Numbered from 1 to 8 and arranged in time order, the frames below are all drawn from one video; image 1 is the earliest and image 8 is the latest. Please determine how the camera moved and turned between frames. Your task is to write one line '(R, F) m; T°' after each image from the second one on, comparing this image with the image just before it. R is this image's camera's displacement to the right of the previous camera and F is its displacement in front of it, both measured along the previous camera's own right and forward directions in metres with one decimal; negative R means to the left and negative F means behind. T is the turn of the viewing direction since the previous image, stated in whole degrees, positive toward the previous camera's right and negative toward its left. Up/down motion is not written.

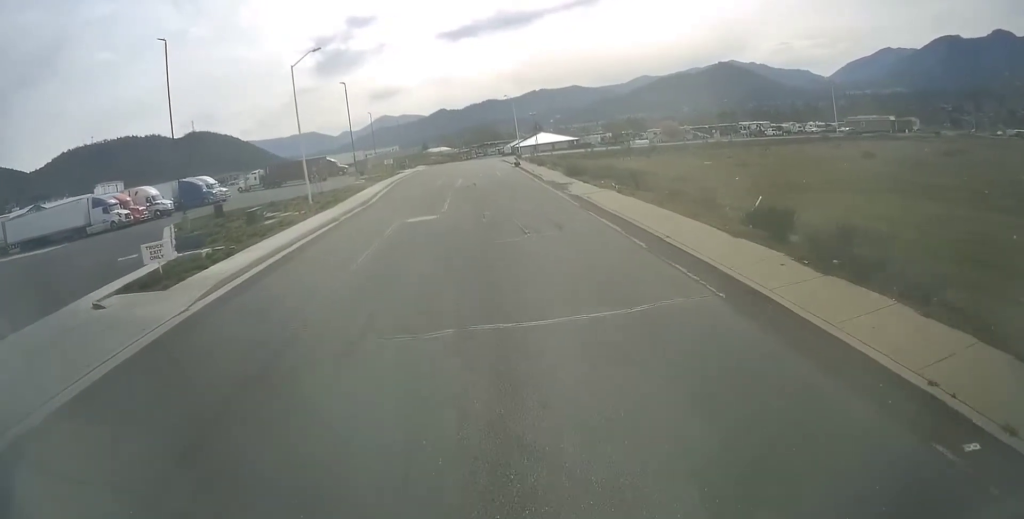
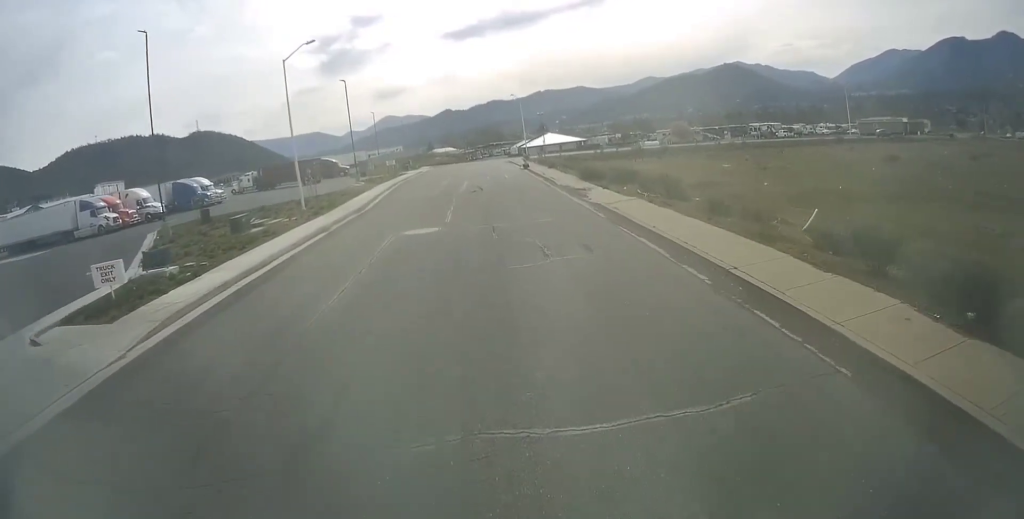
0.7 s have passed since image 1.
(0.0, +3.4) m; +1°
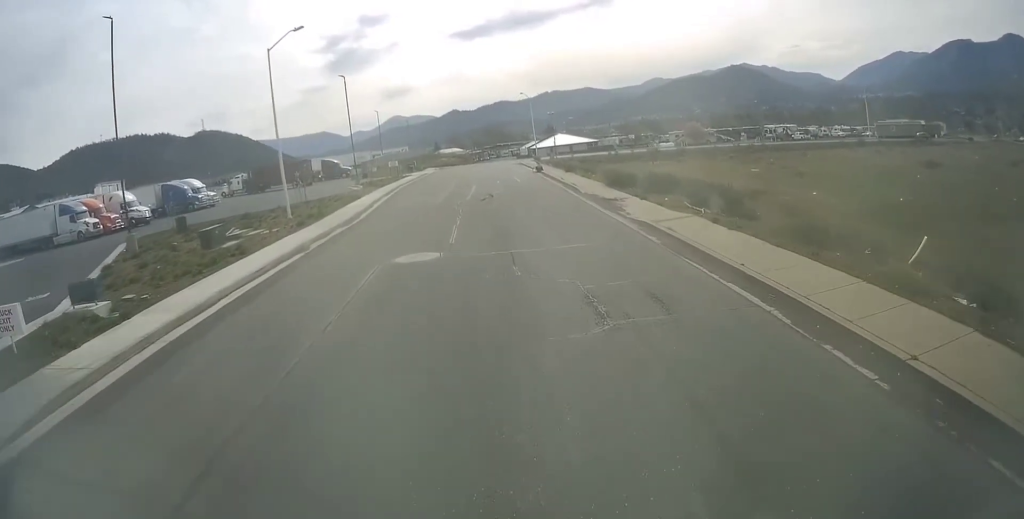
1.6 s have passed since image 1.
(0.0, +5.1) m; 0°
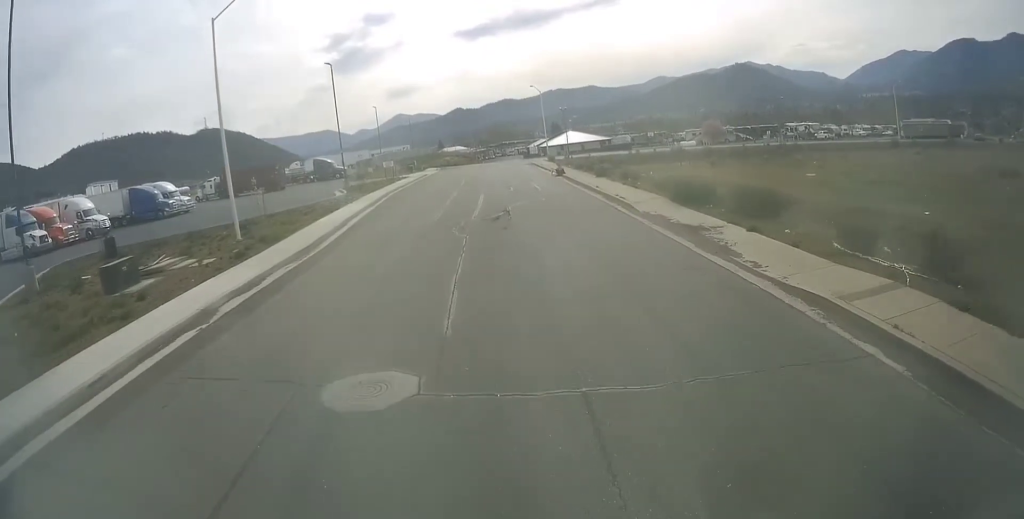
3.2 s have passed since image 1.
(0.0, +8.4) m; -3°
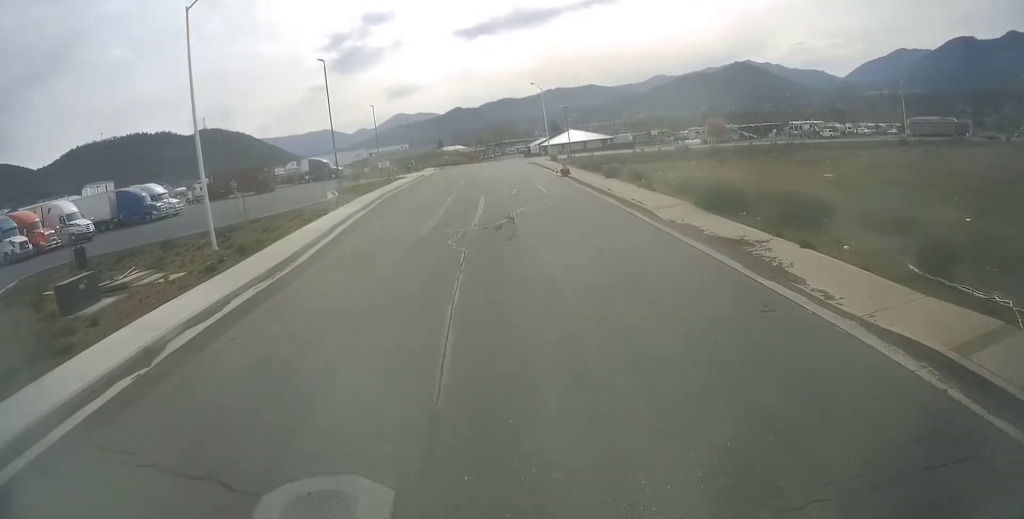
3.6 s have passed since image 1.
(0.0, +2.3) m; -1°
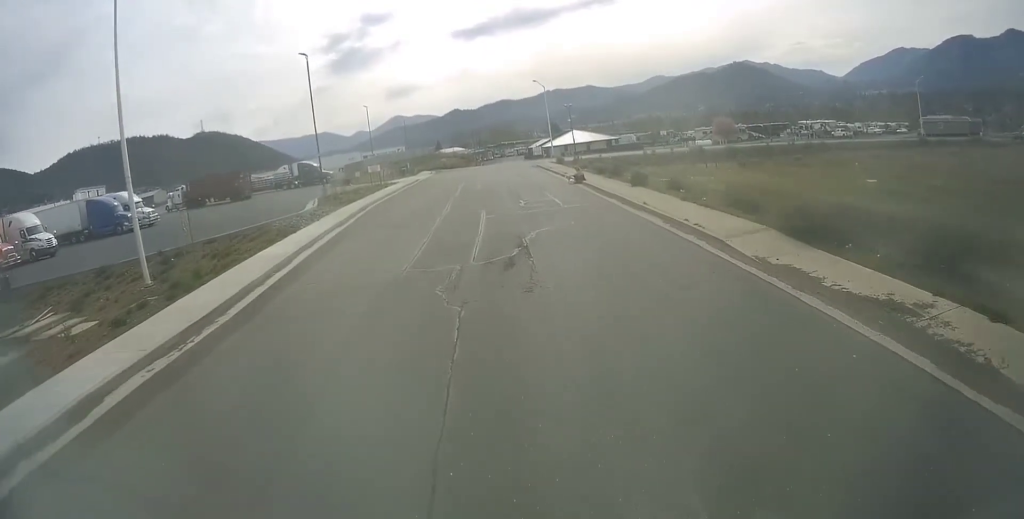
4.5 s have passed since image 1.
(-0.3, +5.0) m; 0°
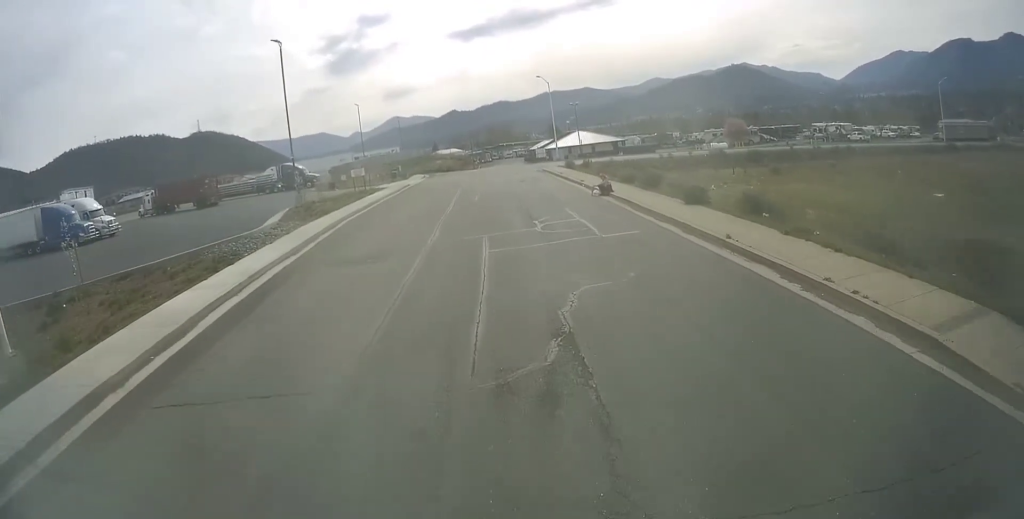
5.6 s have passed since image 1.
(+0.3, +6.4) m; -1°
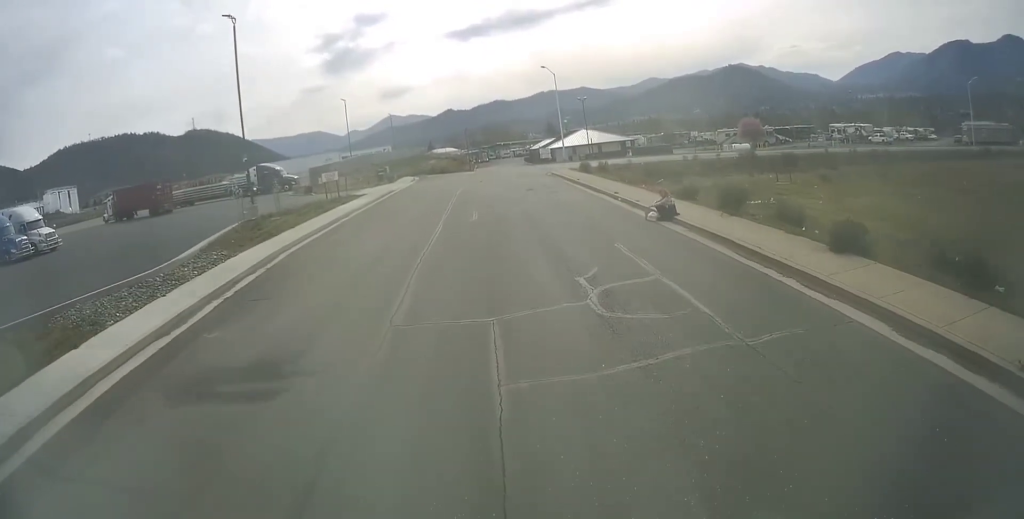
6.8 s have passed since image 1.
(-0.5, +8.2) m; -2°
